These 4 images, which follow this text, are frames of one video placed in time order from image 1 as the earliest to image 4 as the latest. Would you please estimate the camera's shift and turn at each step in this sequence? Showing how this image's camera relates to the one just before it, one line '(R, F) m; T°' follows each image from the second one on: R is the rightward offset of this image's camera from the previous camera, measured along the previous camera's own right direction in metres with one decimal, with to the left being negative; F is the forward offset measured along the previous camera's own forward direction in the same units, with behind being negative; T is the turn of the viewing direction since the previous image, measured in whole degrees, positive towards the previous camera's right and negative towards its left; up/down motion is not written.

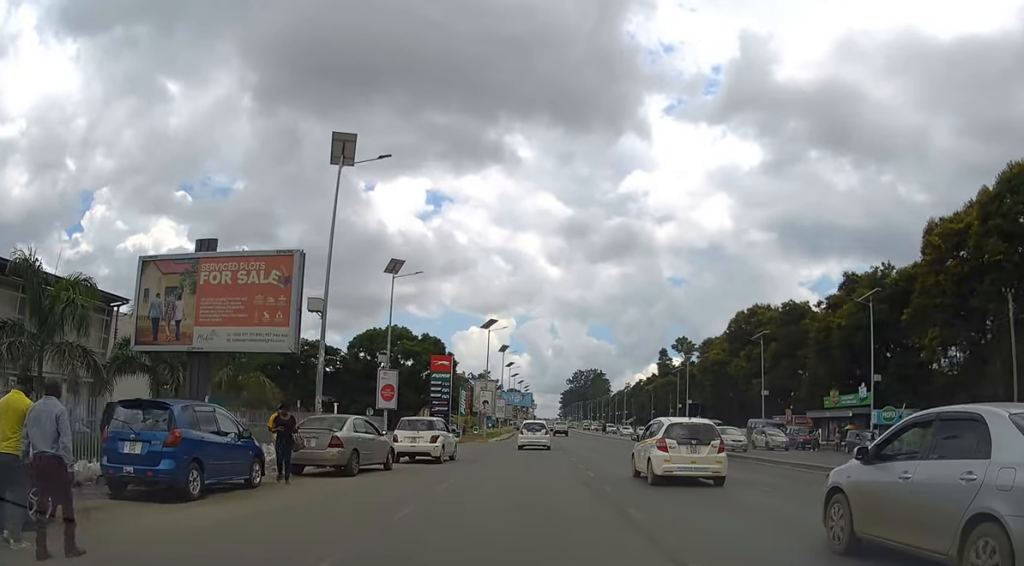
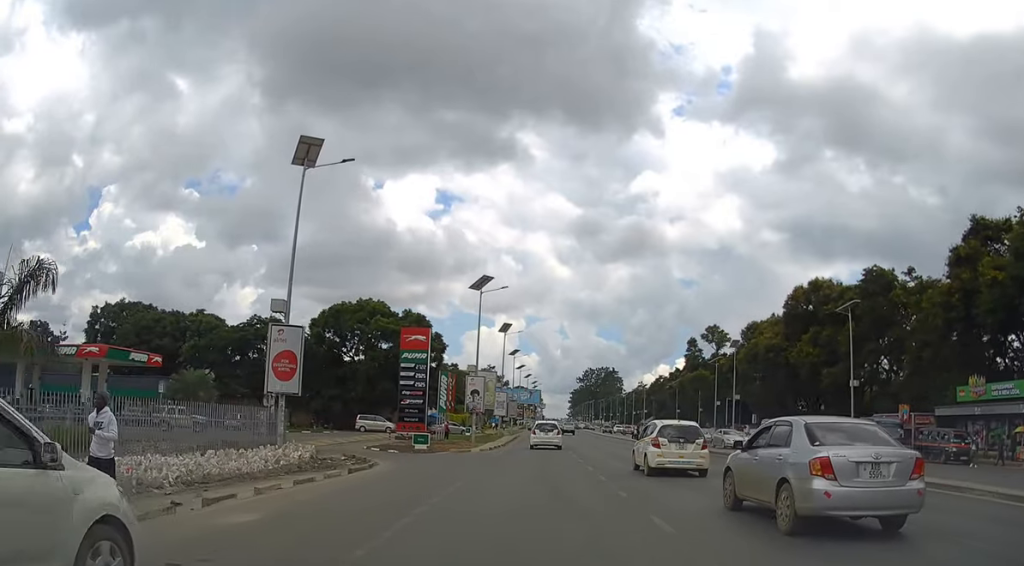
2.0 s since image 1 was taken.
(0.0, +21.6) m; 0°
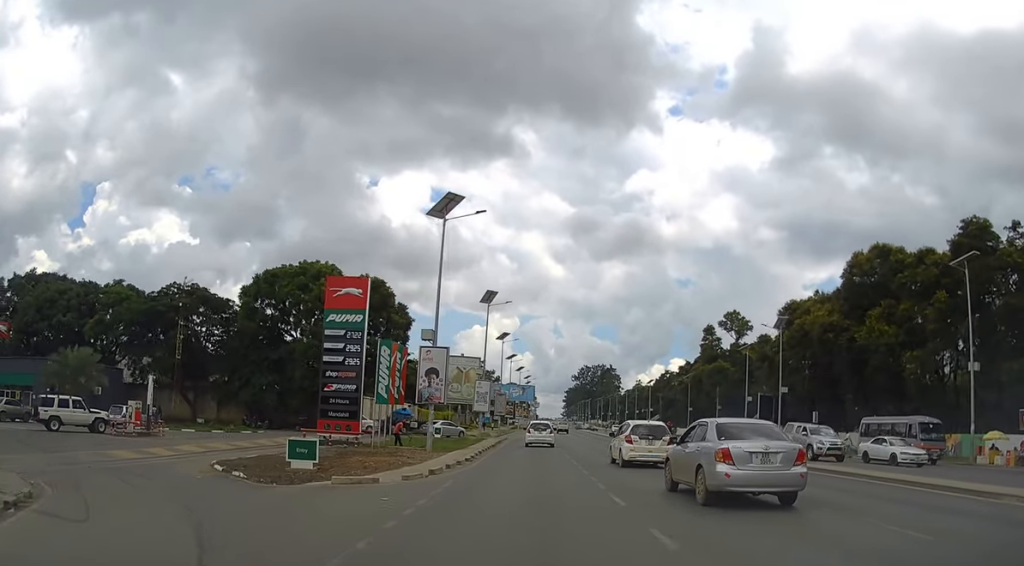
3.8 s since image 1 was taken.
(0.0, +18.8) m; 0°
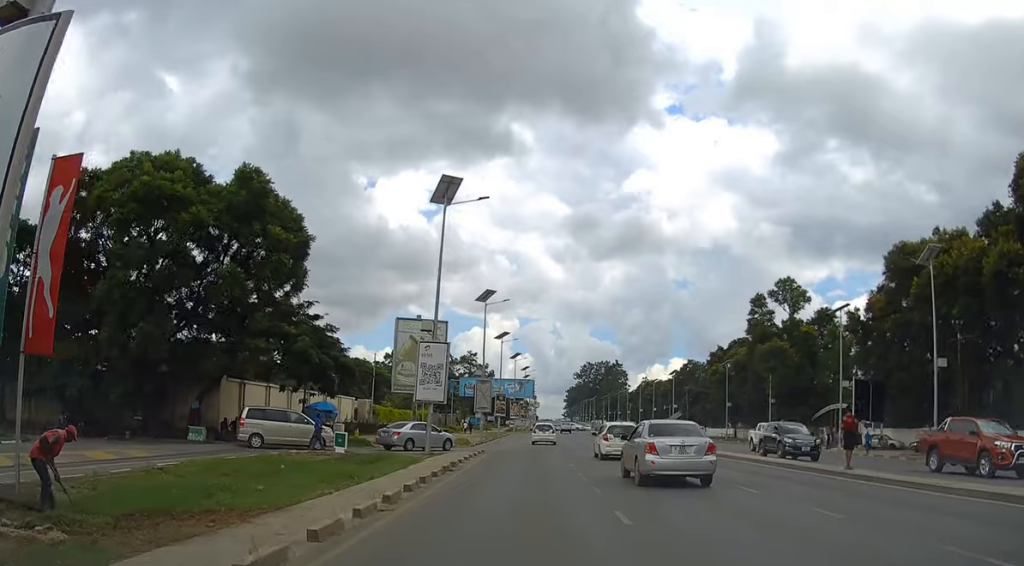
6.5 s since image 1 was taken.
(-0.1, +28.3) m; 0°
